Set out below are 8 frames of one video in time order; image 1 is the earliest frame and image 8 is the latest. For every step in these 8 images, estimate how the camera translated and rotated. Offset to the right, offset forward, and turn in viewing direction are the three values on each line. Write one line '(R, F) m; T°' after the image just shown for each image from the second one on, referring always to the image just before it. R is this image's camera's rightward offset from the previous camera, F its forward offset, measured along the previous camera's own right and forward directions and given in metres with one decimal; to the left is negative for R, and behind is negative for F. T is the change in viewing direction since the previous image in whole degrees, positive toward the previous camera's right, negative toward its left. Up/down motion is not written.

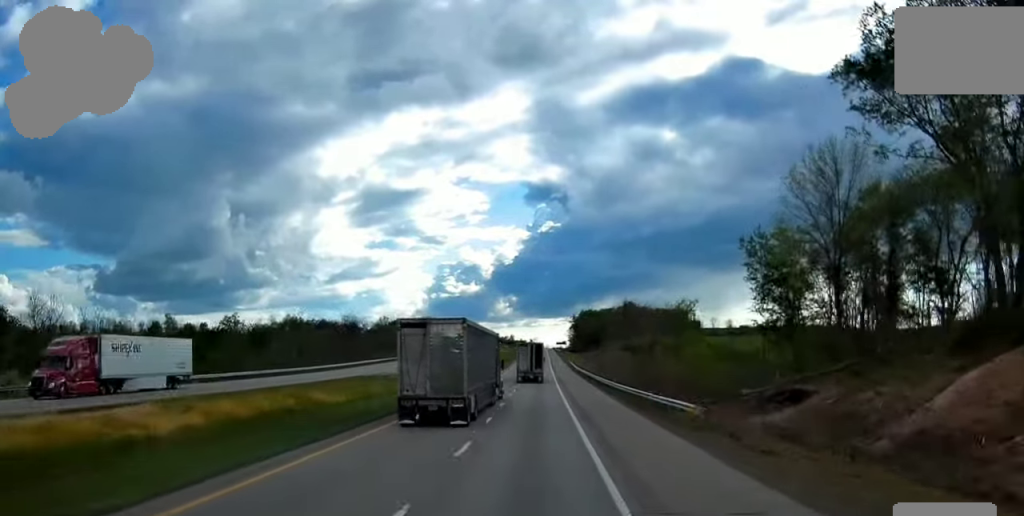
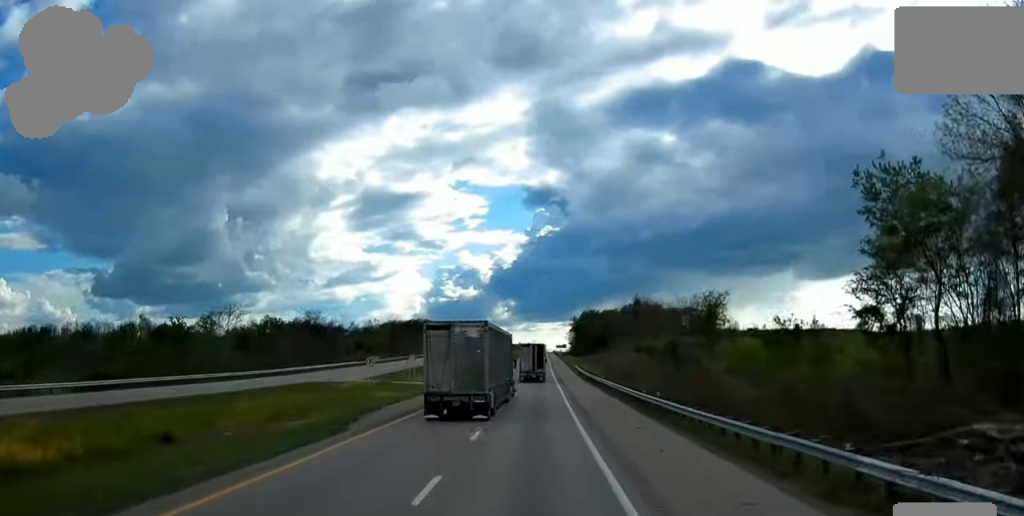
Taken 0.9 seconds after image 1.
(-0.3, +30.0) m; -1°
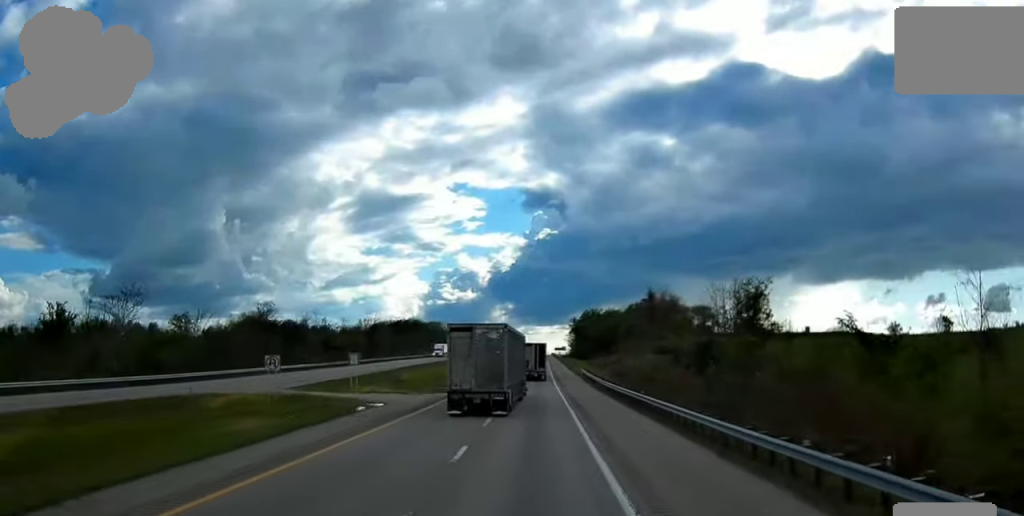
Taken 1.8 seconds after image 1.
(-0.2, +28.9) m; +1°
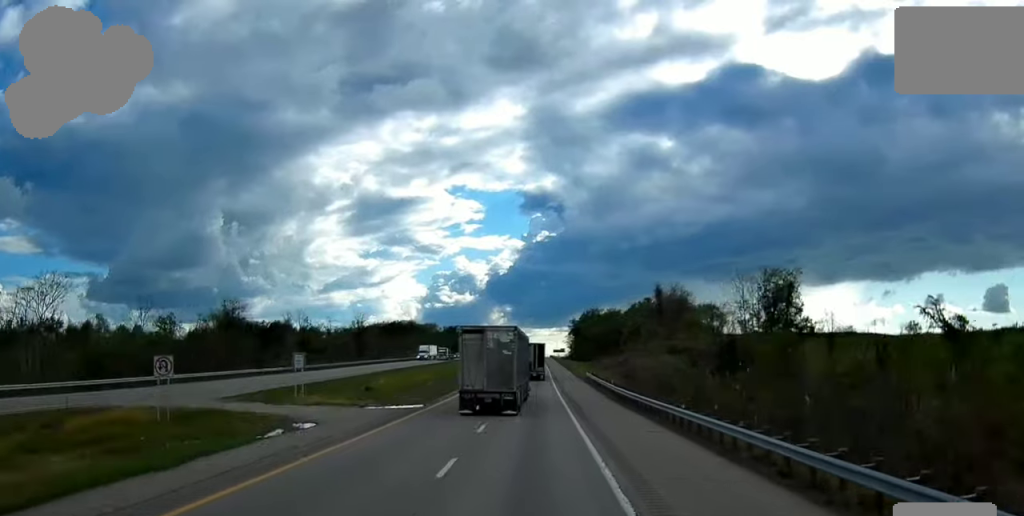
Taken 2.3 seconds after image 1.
(+0.2, +14.9) m; +1°
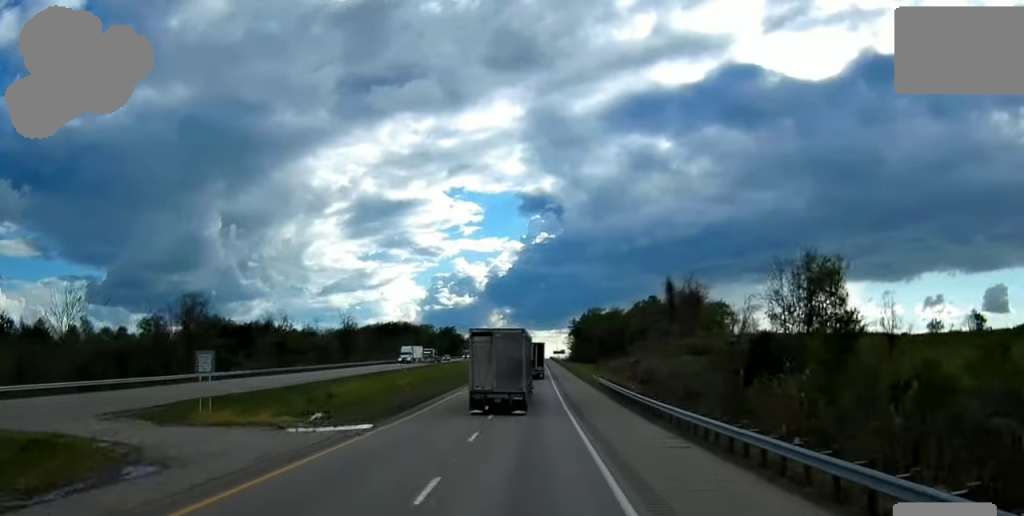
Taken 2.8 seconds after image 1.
(+0.1, +16.0) m; +1°
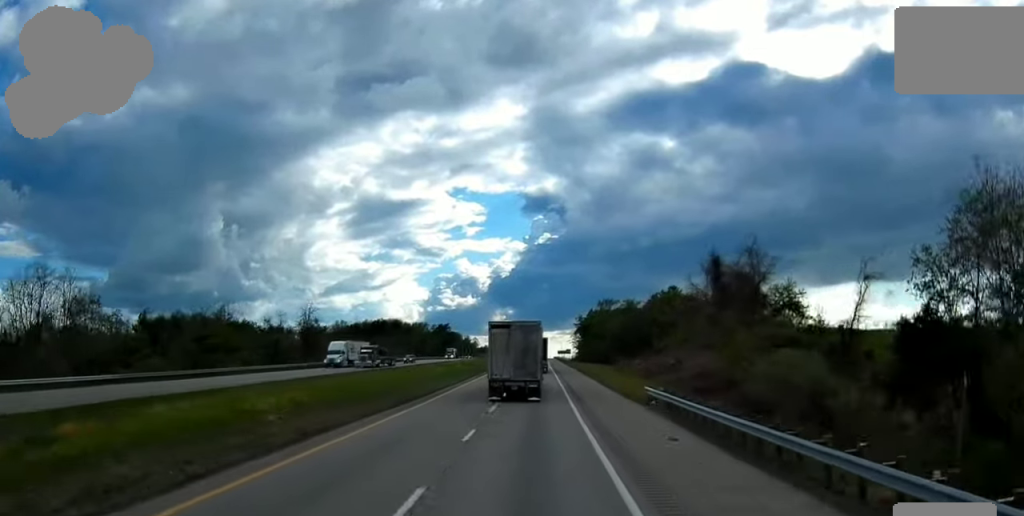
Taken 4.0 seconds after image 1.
(+0.1, +37.3) m; -1°
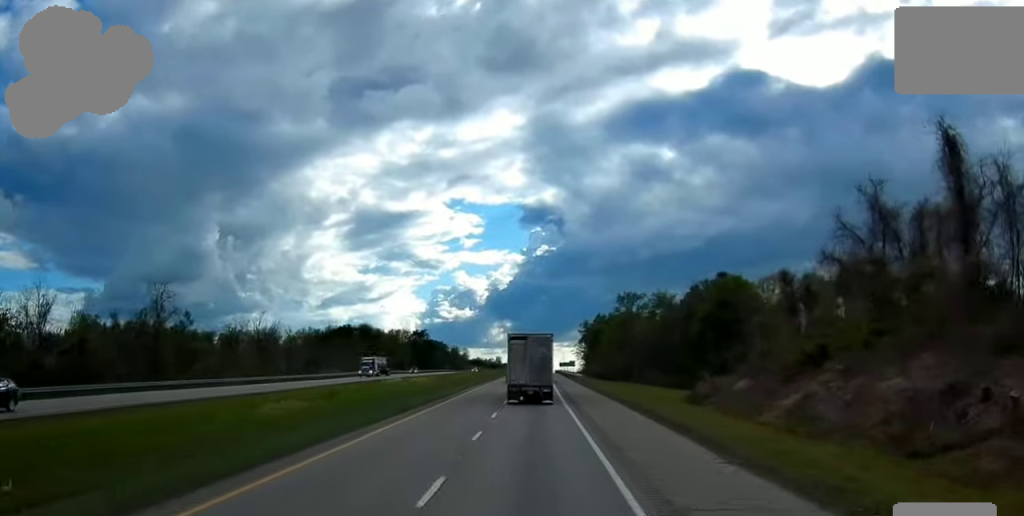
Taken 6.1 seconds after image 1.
(-0.4, +68.4) m; 0°
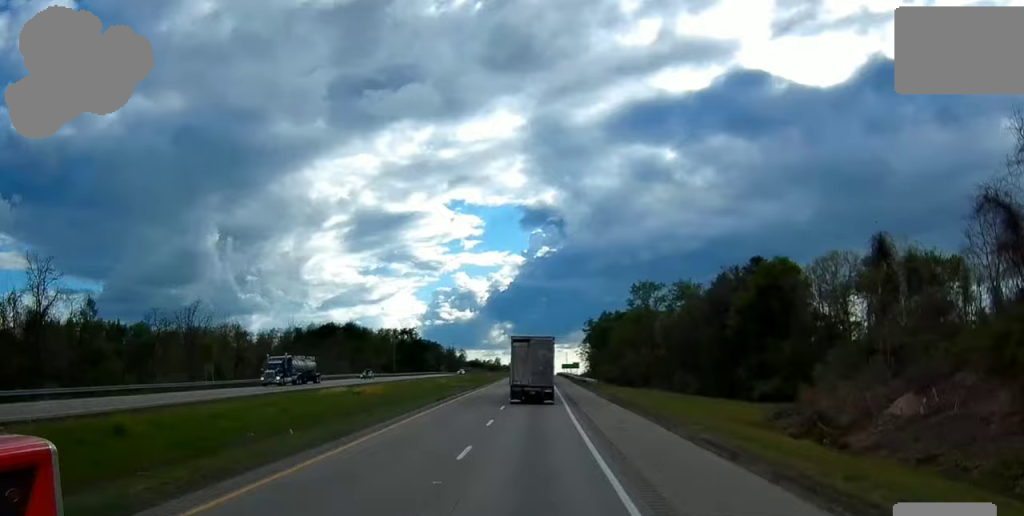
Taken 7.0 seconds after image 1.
(-0.2, +27.9) m; 0°
